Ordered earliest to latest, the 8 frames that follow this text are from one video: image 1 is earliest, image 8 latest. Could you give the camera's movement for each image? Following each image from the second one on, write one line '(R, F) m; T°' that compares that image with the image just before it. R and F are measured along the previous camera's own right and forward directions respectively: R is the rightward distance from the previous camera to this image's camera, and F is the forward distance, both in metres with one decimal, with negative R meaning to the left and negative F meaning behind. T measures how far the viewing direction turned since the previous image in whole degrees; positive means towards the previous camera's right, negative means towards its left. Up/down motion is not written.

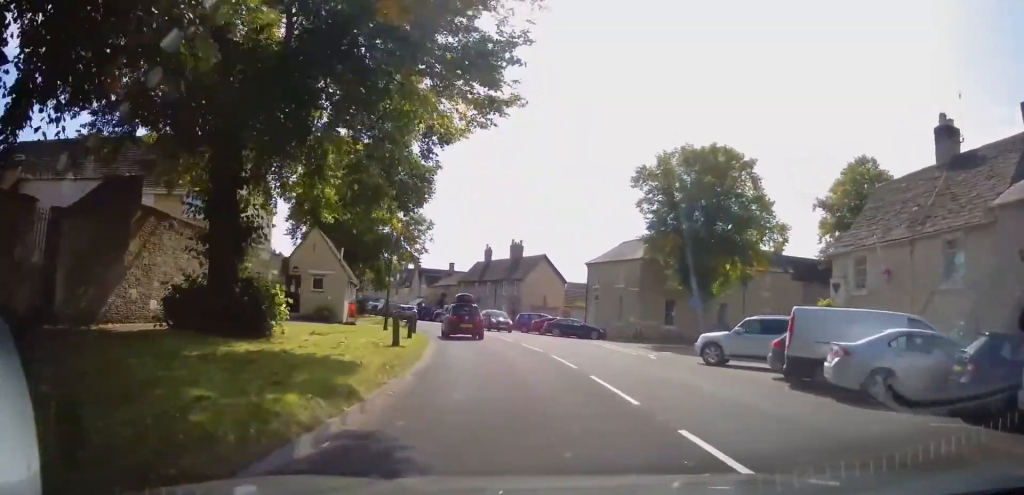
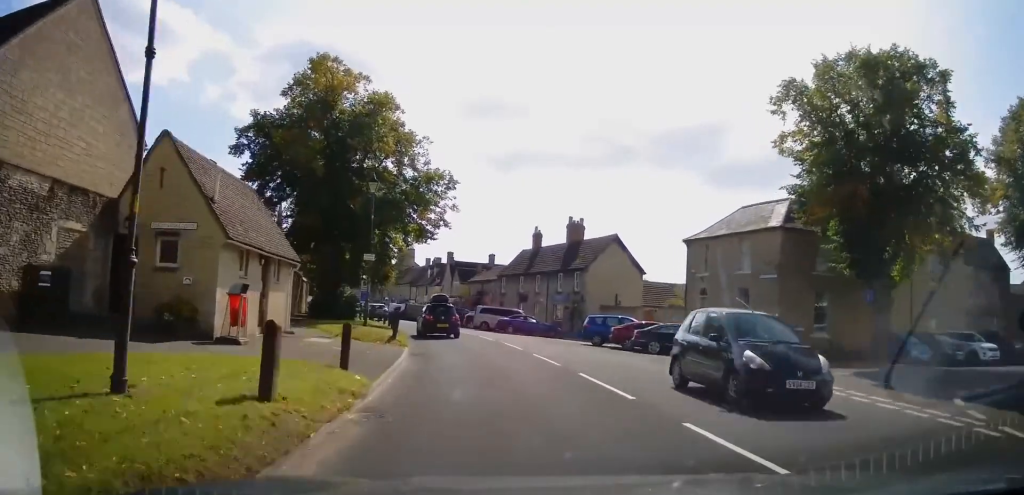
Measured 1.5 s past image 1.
(-0.8, +17.5) m; -5°
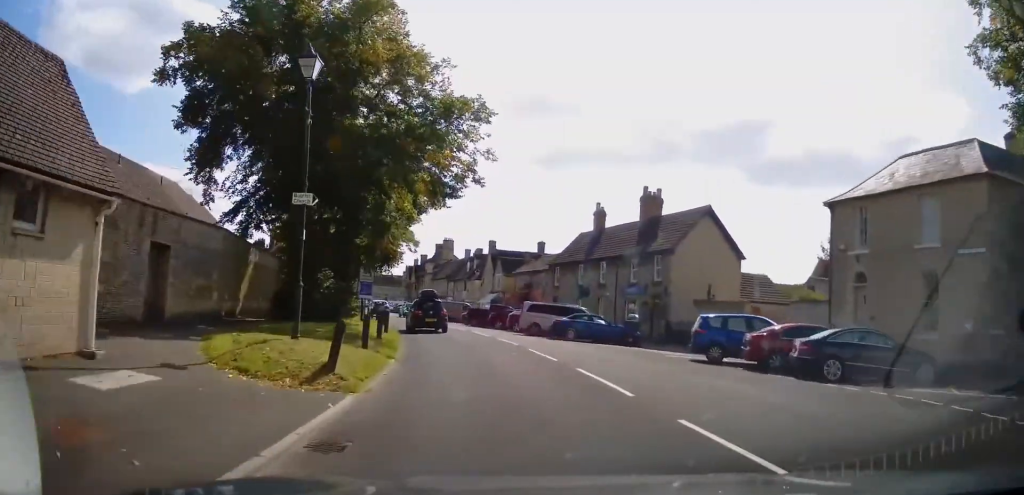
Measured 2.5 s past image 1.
(-0.4, +11.9) m; -3°
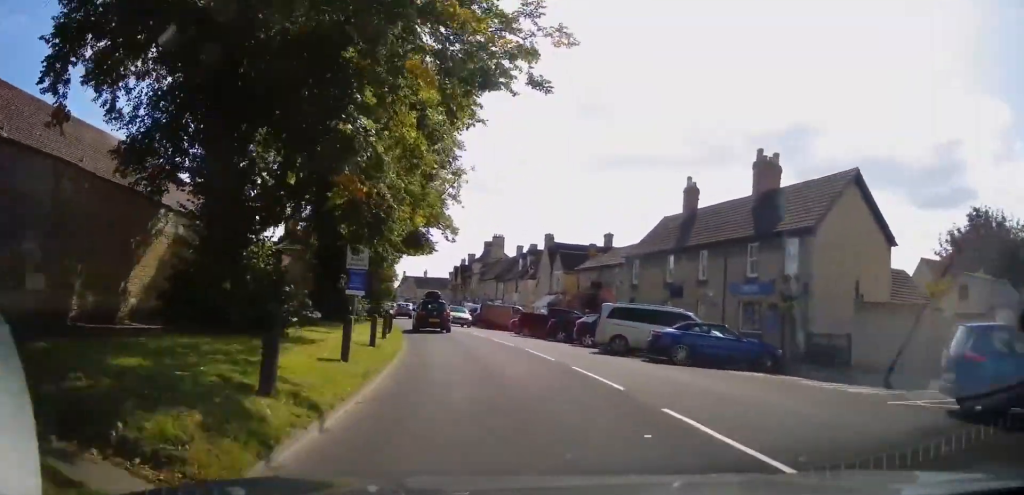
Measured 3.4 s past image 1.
(-0.3, +10.9) m; -4°
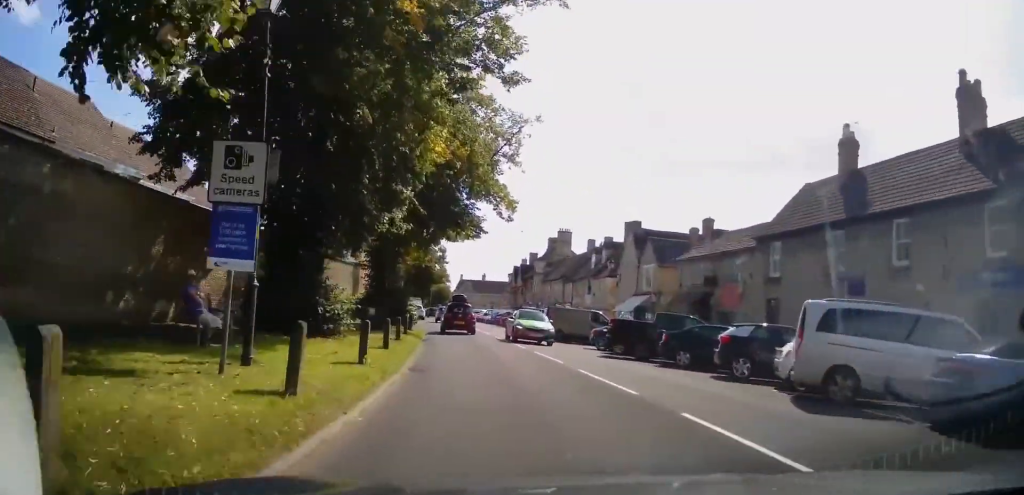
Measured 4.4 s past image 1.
(-0.5, +12.2) m; -5°
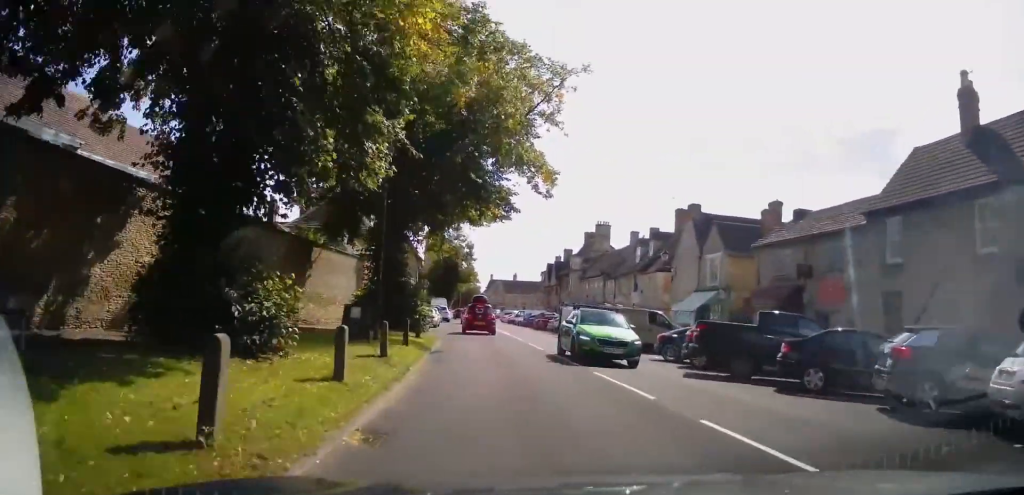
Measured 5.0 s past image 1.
(-0.1, +6.6) m; -3°
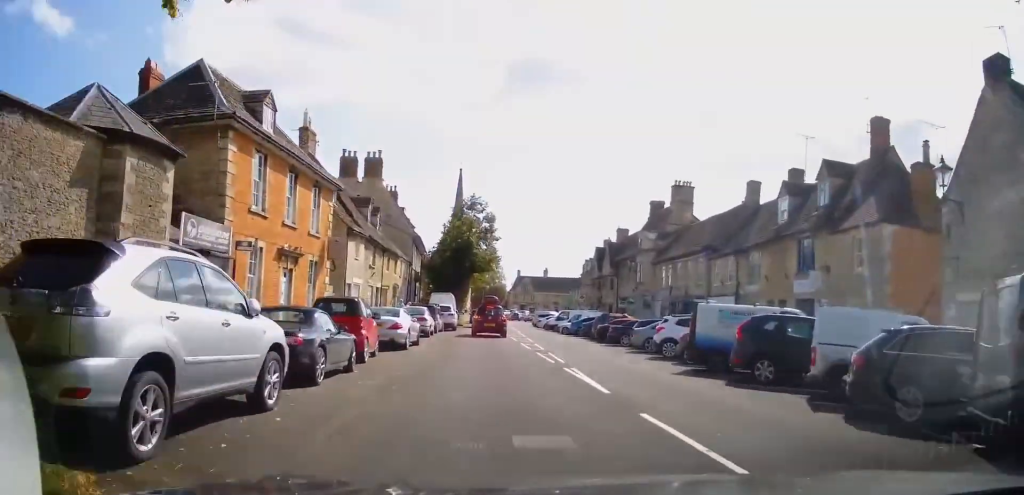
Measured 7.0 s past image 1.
(-1.2, +23.3) m; -5°
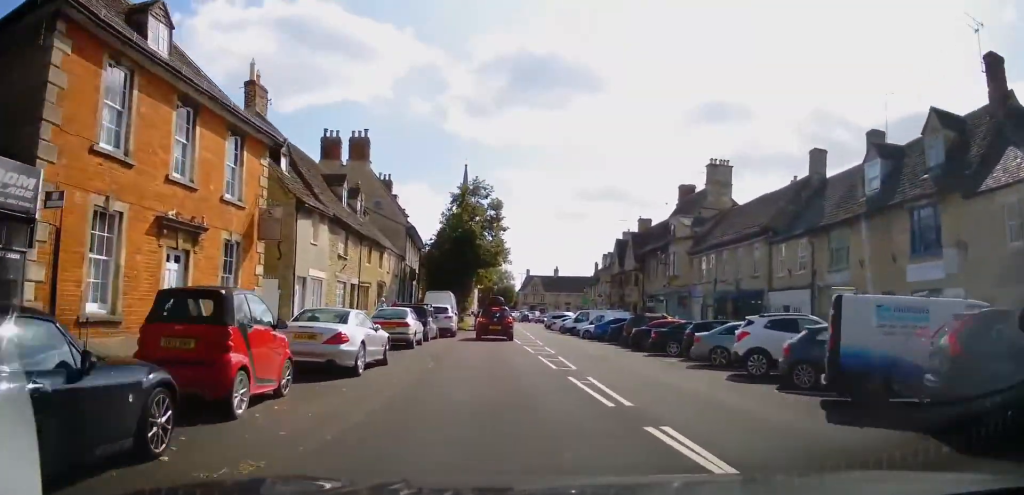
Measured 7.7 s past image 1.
(-0.1, +7.6) m; -1°
